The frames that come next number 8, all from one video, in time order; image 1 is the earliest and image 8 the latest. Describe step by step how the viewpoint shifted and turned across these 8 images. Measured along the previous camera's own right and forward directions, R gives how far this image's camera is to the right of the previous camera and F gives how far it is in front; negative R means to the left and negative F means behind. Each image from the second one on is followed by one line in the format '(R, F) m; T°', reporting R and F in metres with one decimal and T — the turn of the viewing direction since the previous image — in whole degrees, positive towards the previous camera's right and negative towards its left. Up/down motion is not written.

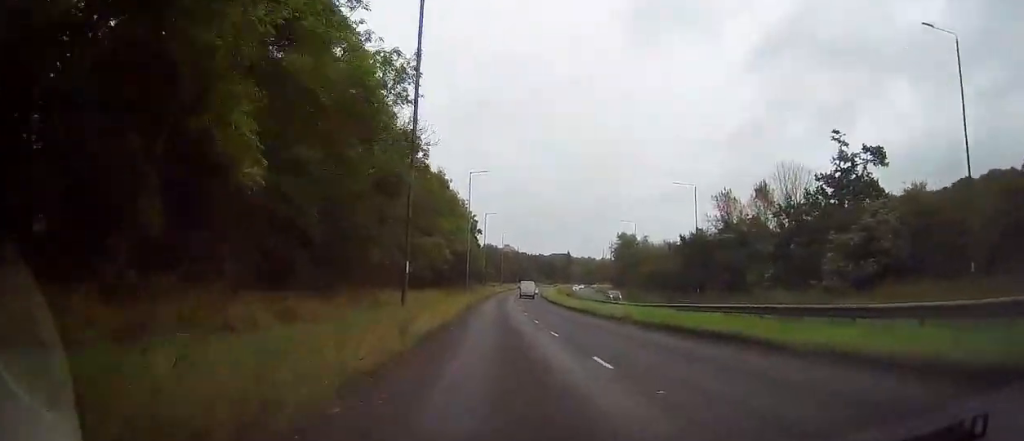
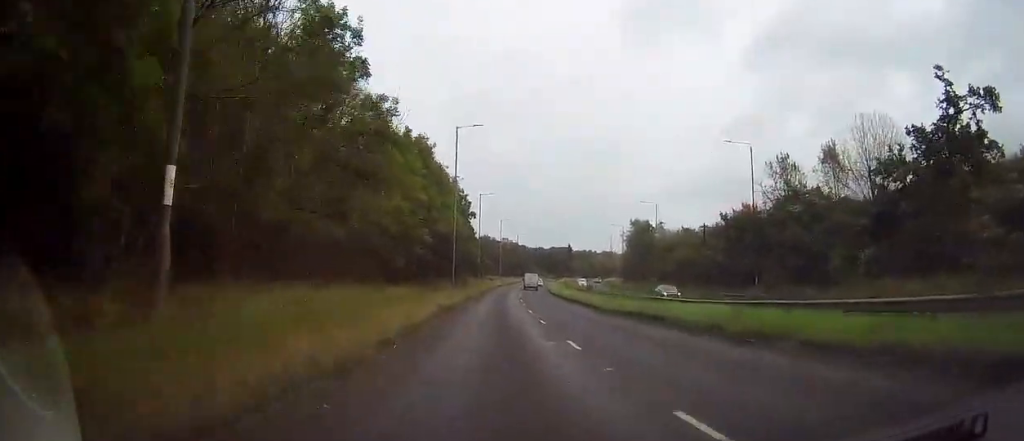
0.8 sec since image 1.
(+0.4, +16.7) m; +1°
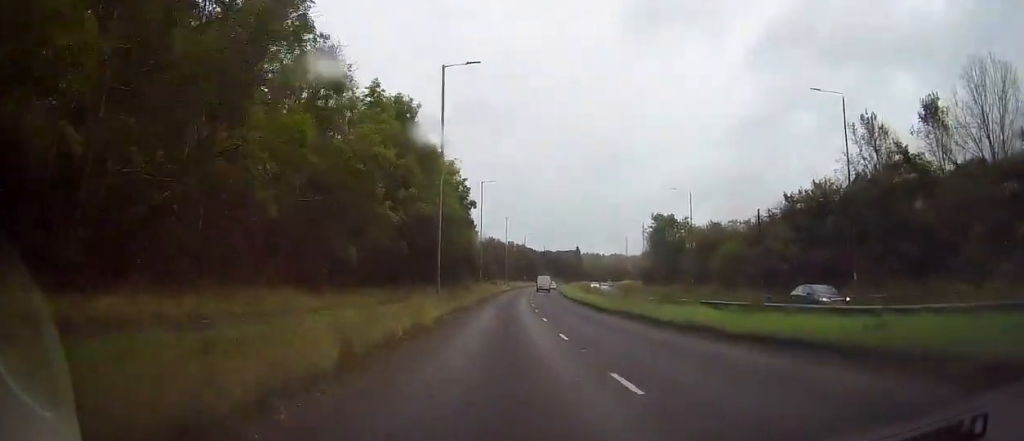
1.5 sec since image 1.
(+0.1, +15.0) m; -1°
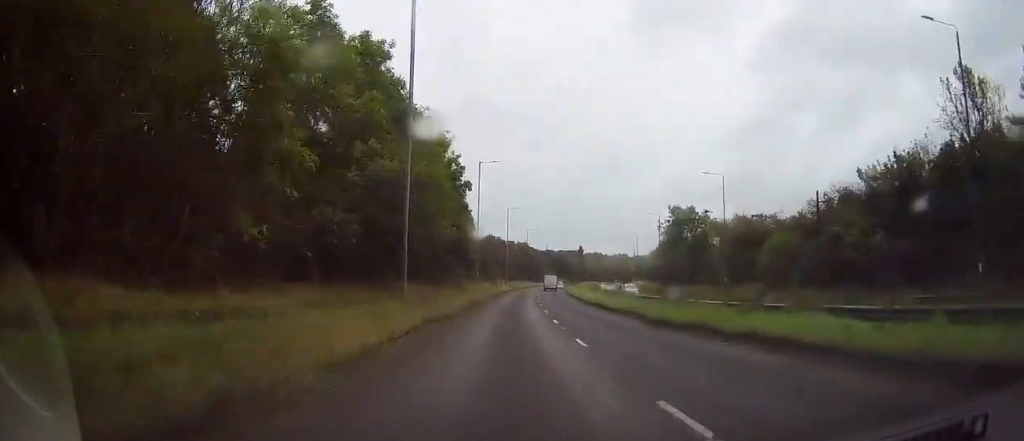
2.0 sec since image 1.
(+0.1, +12.0) m; -1°
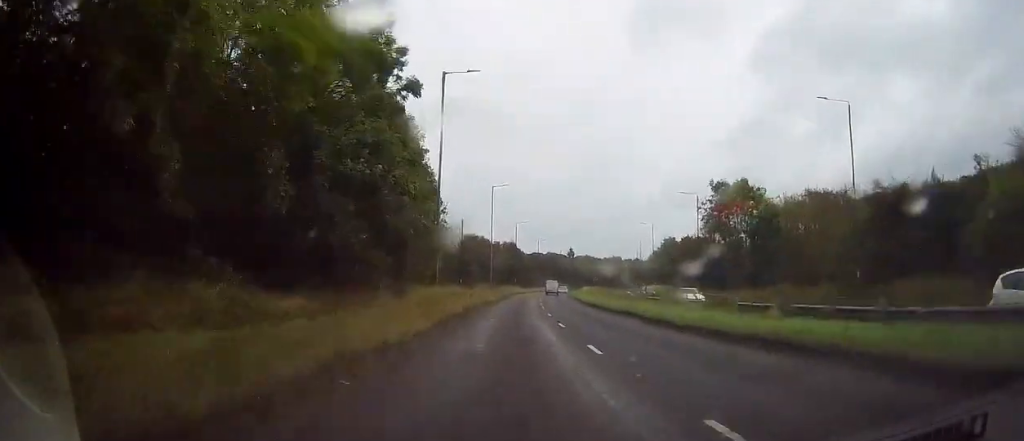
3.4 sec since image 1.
(-0.4, +28.7) m; +1°
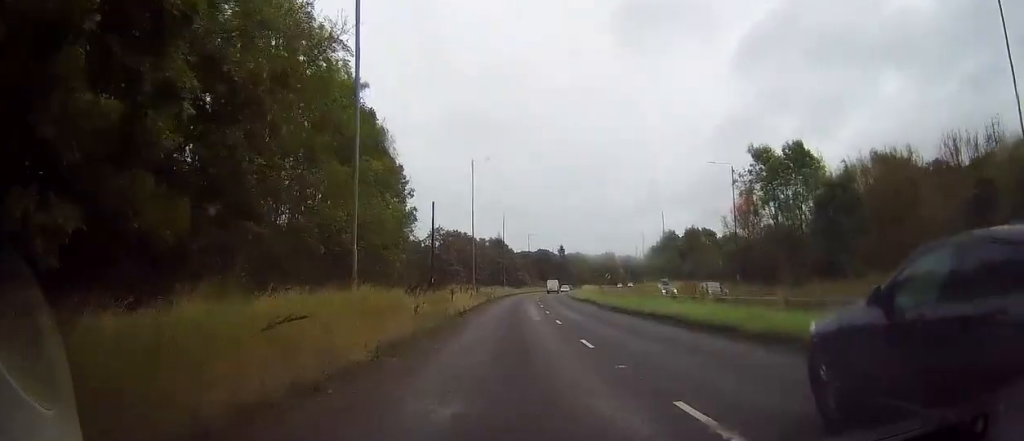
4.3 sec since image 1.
(+0.4, +17.4) m; +2°
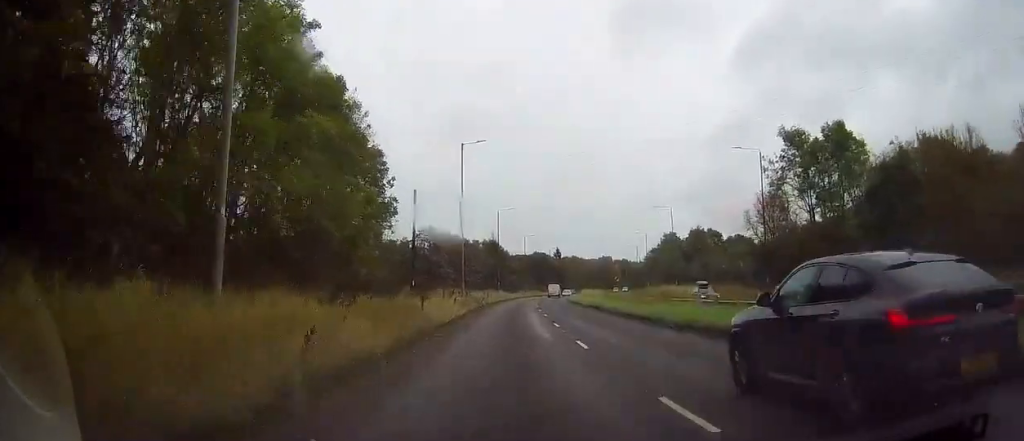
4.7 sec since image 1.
(+0.1, +8.6) m; +1°
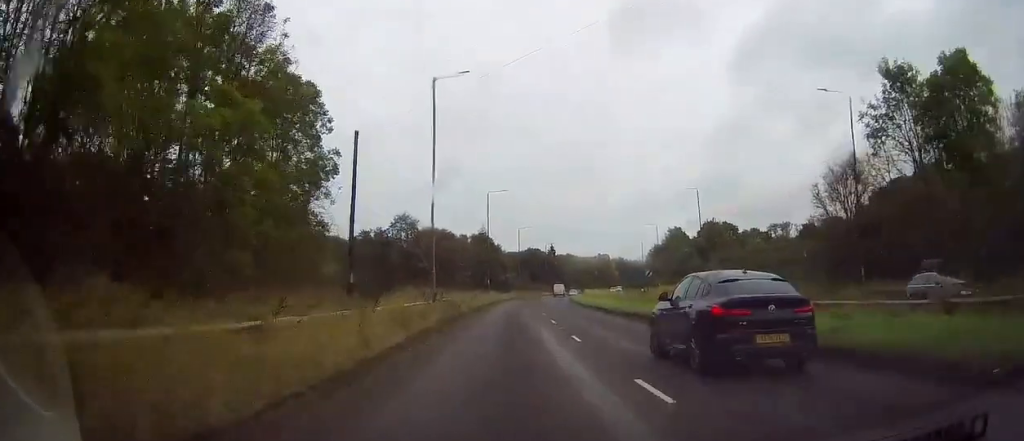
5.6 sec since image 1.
(+0.1, +17.0) m; 0°
